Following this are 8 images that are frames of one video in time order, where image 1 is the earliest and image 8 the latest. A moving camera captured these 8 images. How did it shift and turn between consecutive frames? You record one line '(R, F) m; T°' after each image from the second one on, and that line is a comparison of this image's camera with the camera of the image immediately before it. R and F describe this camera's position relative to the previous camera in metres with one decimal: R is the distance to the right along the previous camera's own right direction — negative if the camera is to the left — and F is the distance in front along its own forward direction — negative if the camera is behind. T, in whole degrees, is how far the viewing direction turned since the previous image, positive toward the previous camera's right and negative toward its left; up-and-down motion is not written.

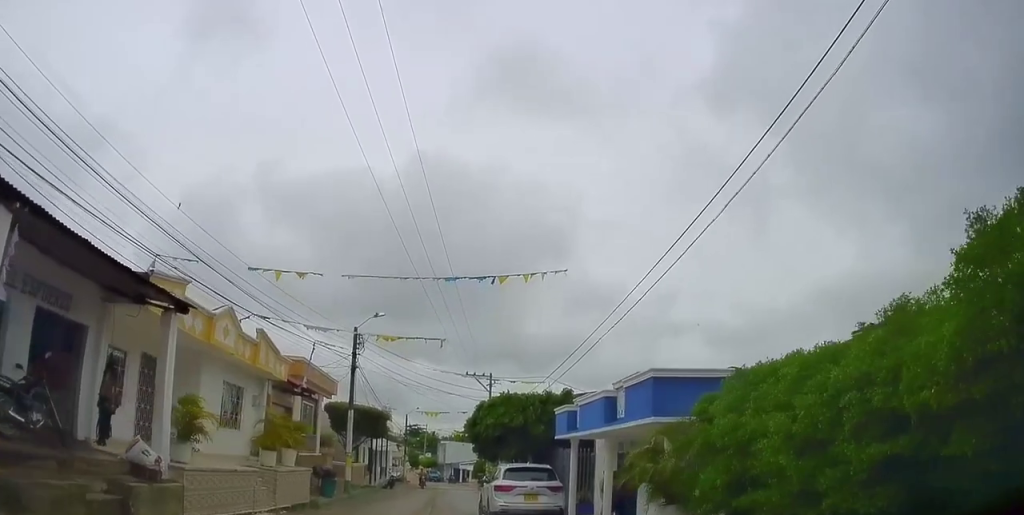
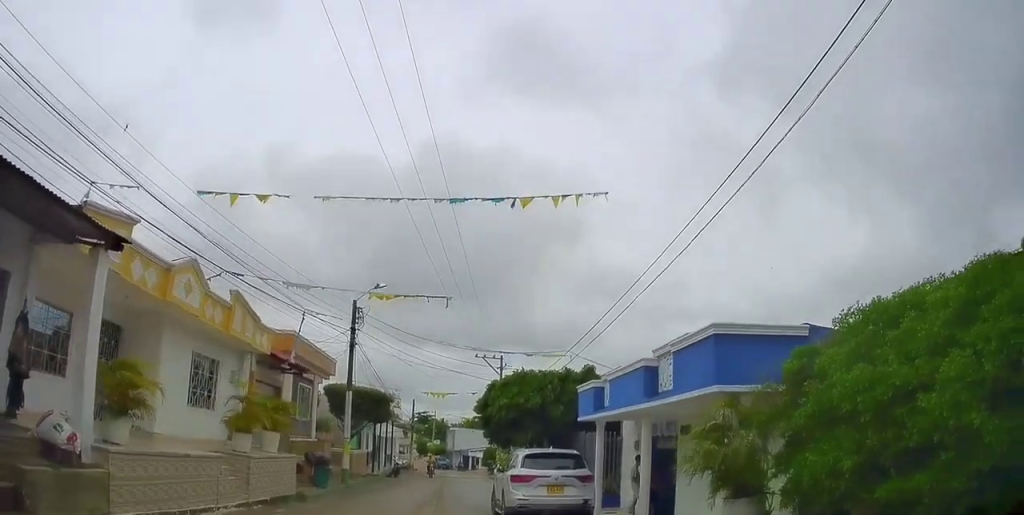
(+0.6, +2.7) m; +3°
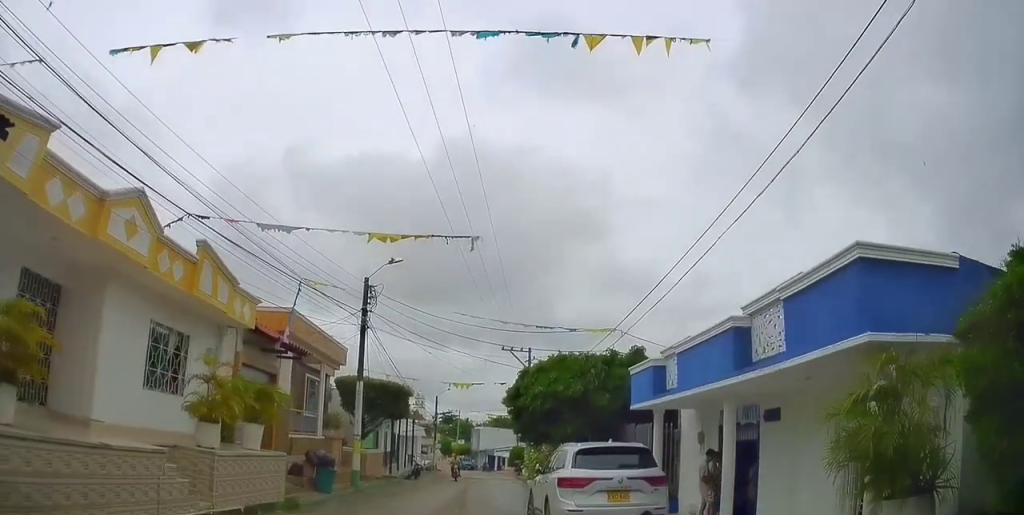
(+0.4, +3.9) m; -1°
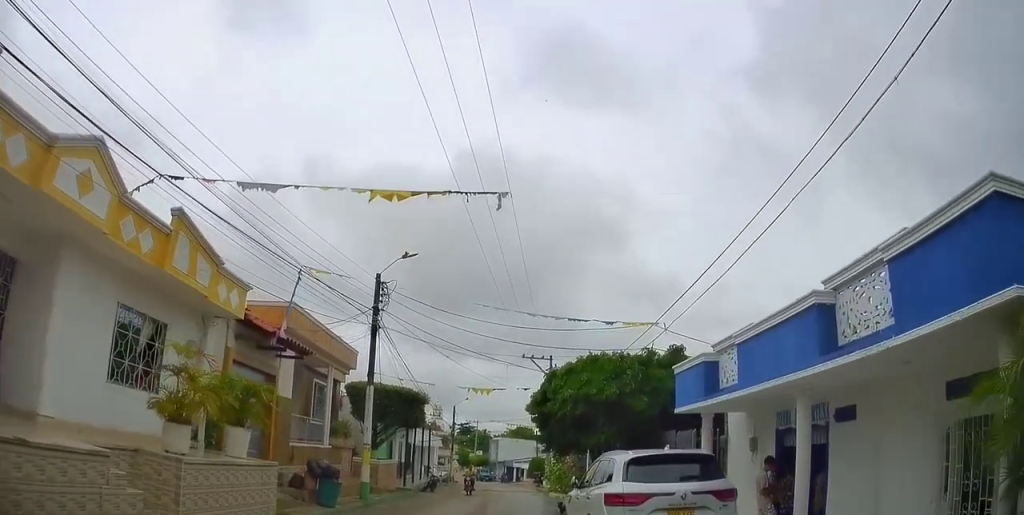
(-0.3, +3.4) m; -10°
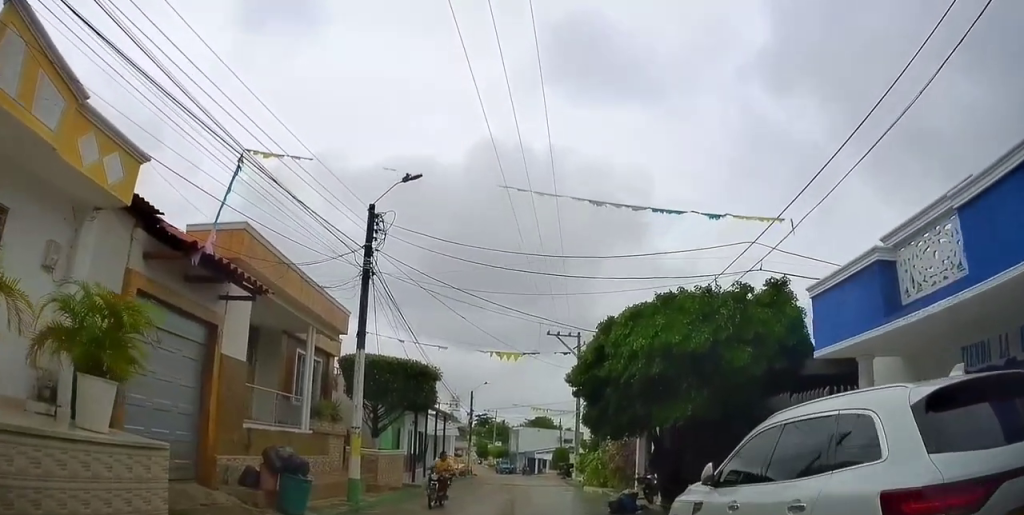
(-0.2, +6.3) m; +8°
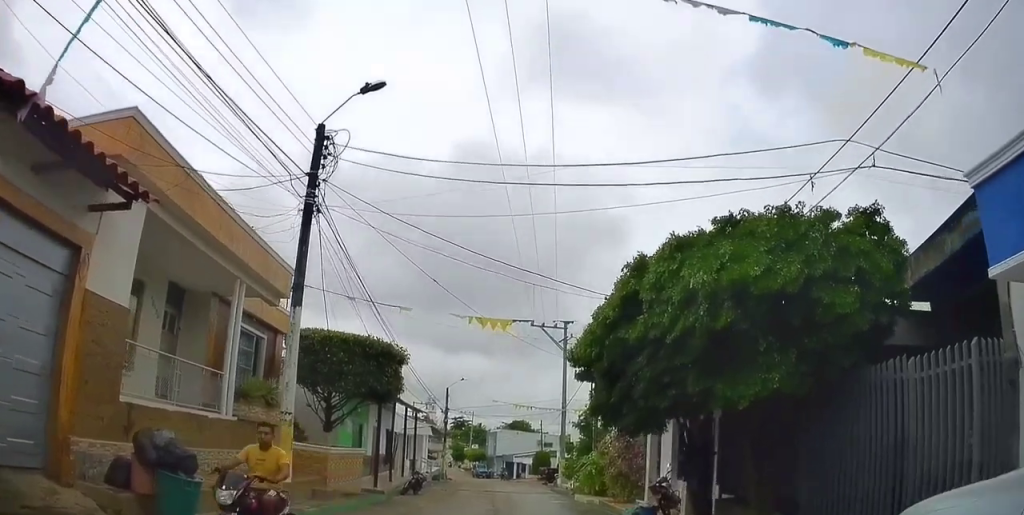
(+0.1, +2.7) m; -8°
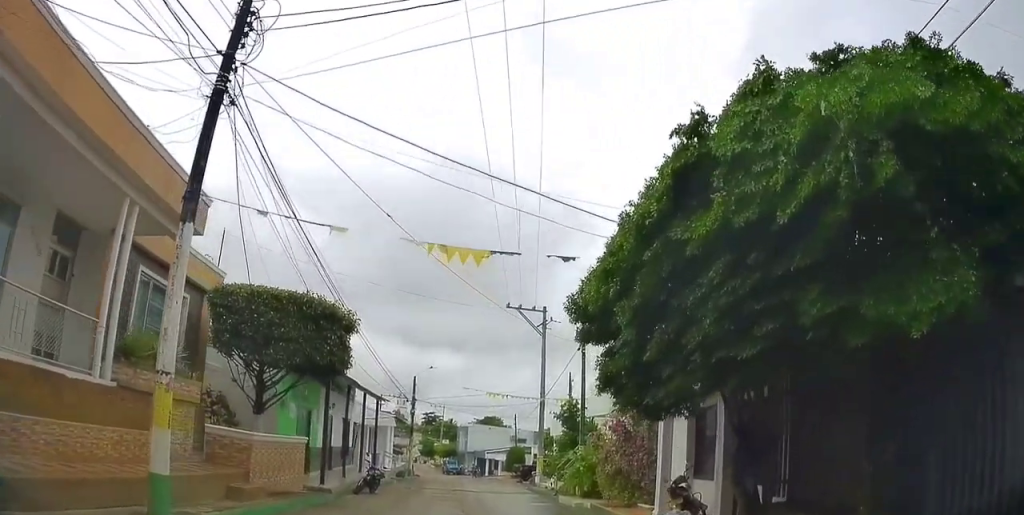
(-0.3, +2.1) m; -8°
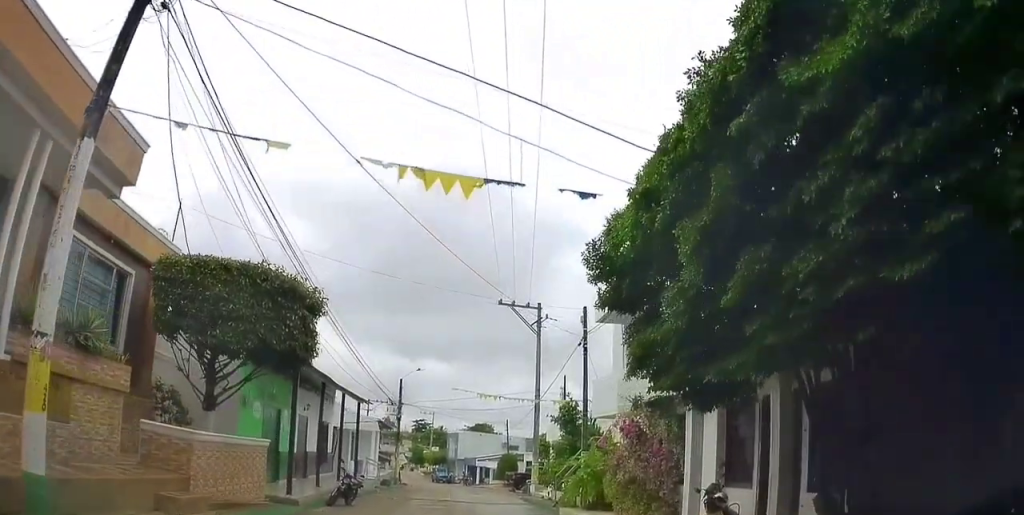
(-0.1, +1.3) m; -3°
